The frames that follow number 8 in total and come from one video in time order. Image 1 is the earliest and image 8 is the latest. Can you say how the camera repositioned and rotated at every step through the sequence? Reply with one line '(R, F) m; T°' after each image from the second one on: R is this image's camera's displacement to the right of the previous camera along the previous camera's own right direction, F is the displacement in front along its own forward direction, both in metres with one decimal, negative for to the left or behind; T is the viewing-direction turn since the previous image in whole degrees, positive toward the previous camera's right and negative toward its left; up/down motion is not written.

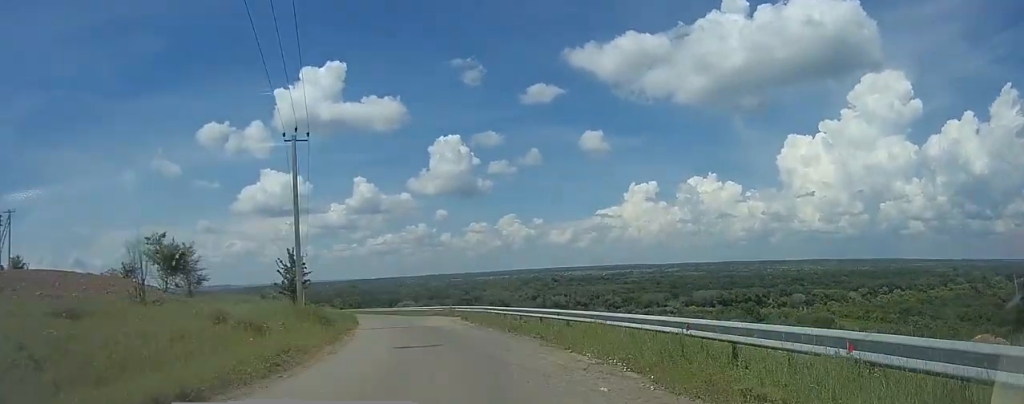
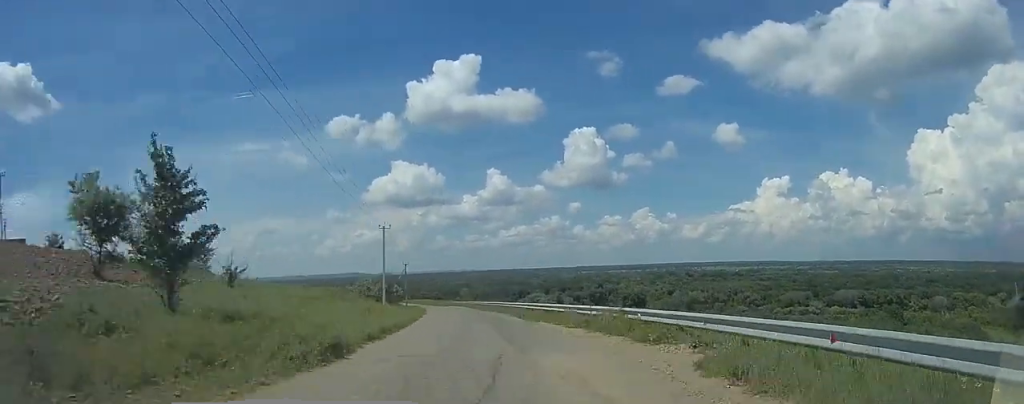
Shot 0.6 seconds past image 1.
(-0.3, +25.4) m; -9°
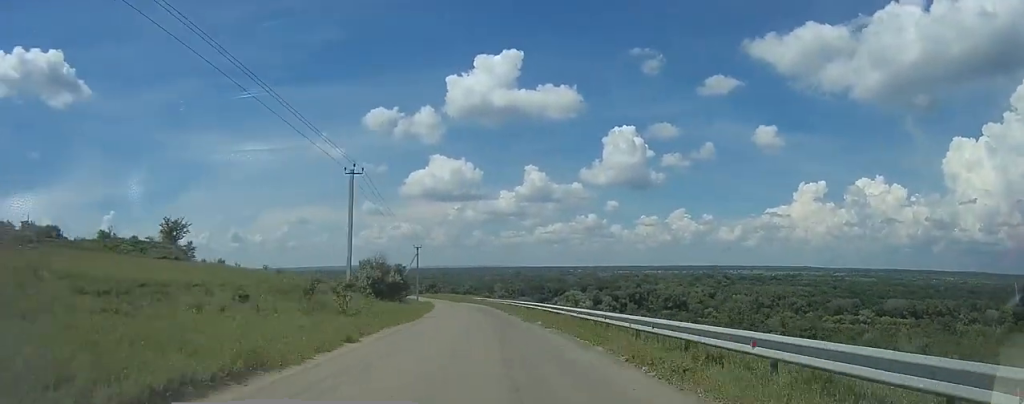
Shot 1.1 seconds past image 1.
(-3.7, +26.7) m; -5°
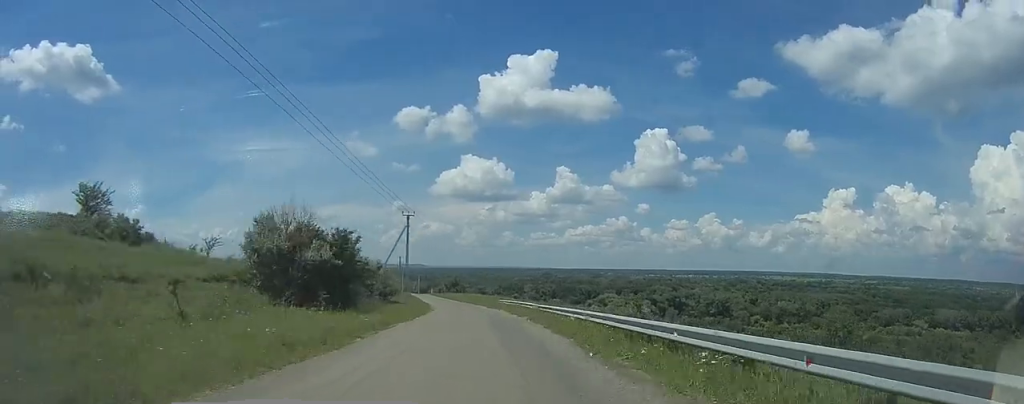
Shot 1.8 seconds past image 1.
(-1.9, +31.5) m; -5°
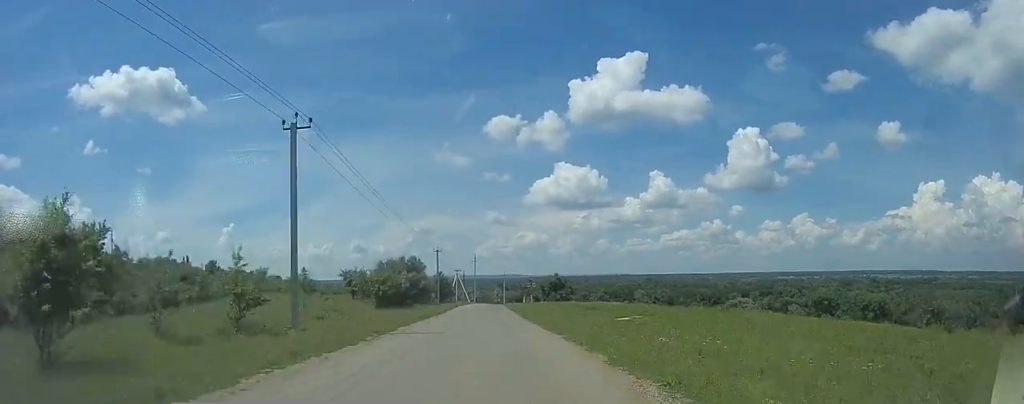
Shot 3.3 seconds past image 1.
(-4.9, +80.7) m; -6°
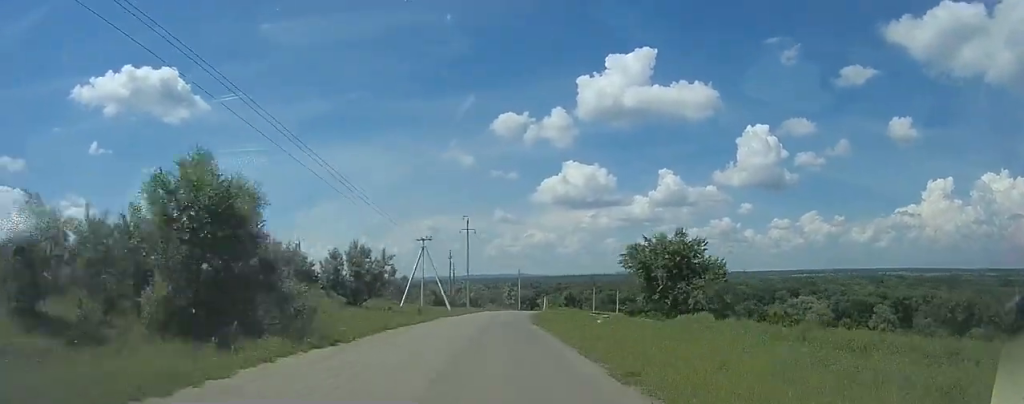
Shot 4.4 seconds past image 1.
(-1.2, +66.7) m; -1°
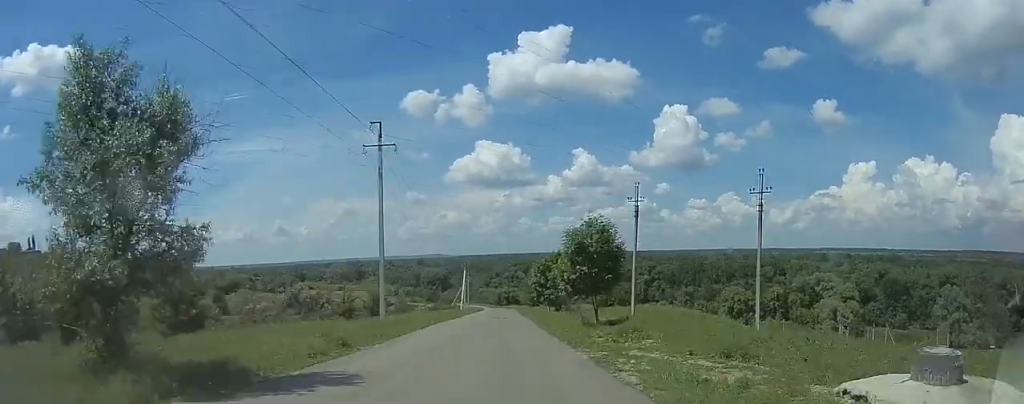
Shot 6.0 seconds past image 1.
(+3.2, +90.9) m; +5°
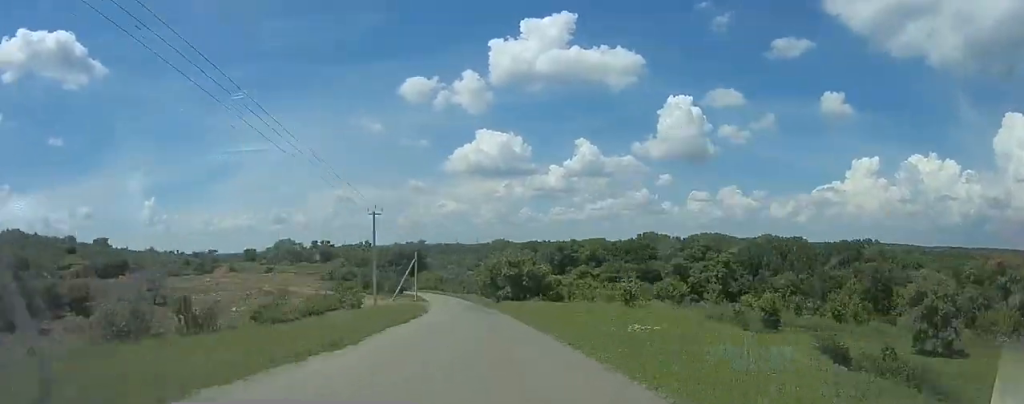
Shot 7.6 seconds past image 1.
(+3.3, +98.6) m; -1°
